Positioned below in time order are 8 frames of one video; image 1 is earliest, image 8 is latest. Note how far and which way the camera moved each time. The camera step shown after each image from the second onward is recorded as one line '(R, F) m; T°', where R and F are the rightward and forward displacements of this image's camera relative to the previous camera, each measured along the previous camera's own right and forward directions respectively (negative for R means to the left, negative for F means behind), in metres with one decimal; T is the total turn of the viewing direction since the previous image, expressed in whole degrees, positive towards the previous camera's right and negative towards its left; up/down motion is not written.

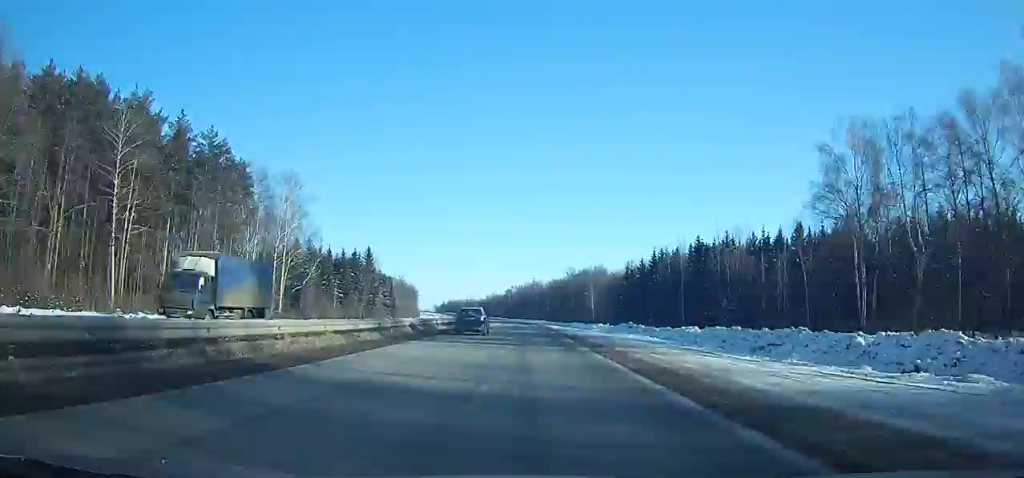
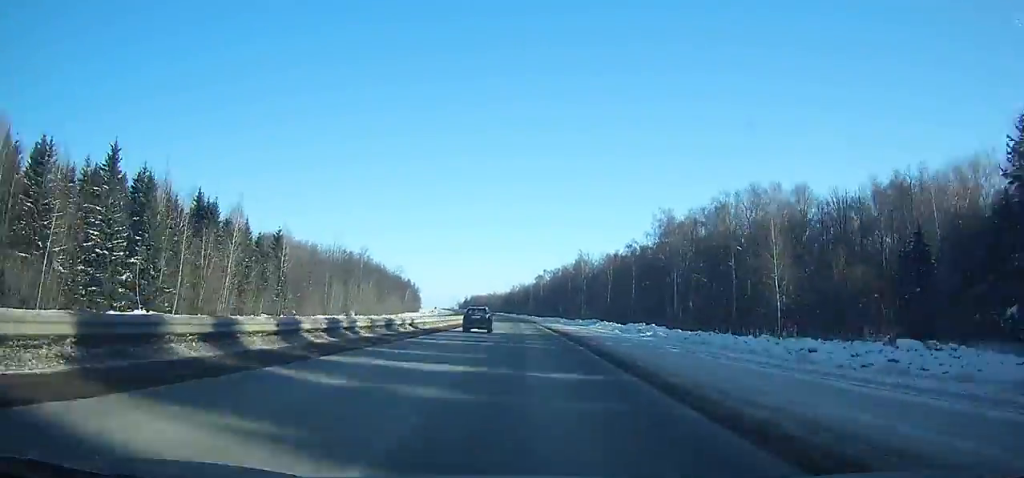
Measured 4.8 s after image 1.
(-5.0, +131.9) m; -4°
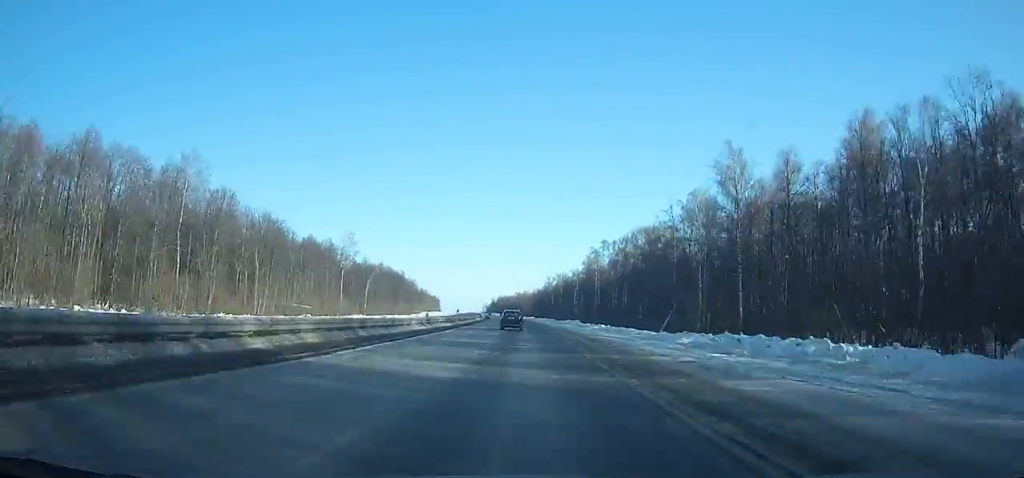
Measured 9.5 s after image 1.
(-3.4, +131.0) m; -3°
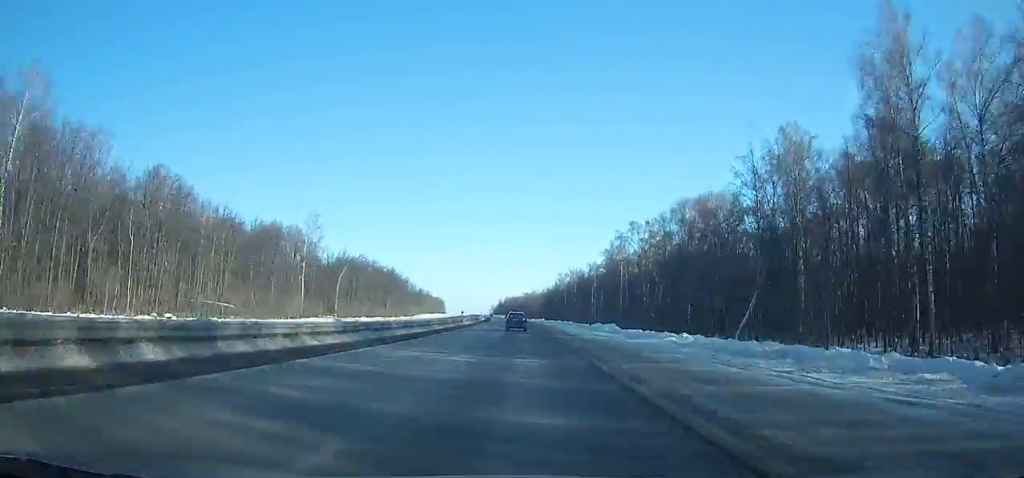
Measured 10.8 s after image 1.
(-0.6, +37.1) m; -1°
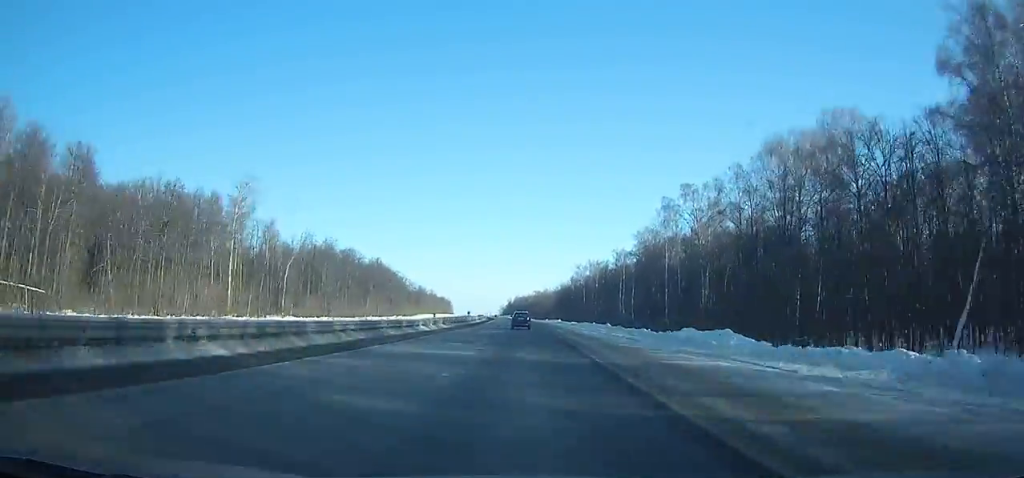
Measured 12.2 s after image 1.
(-0.1, +40.1) m; -1°
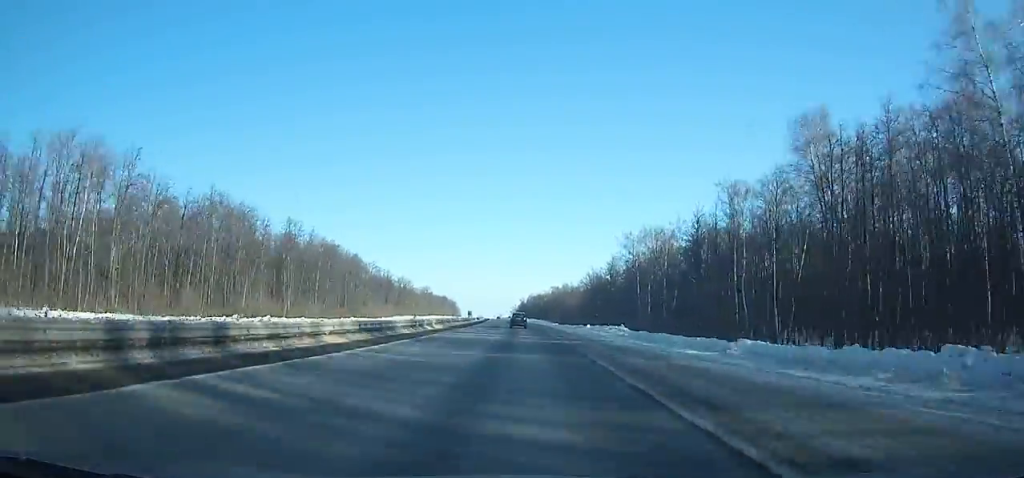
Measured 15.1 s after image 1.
(-1.3, +86.9) m; -2°
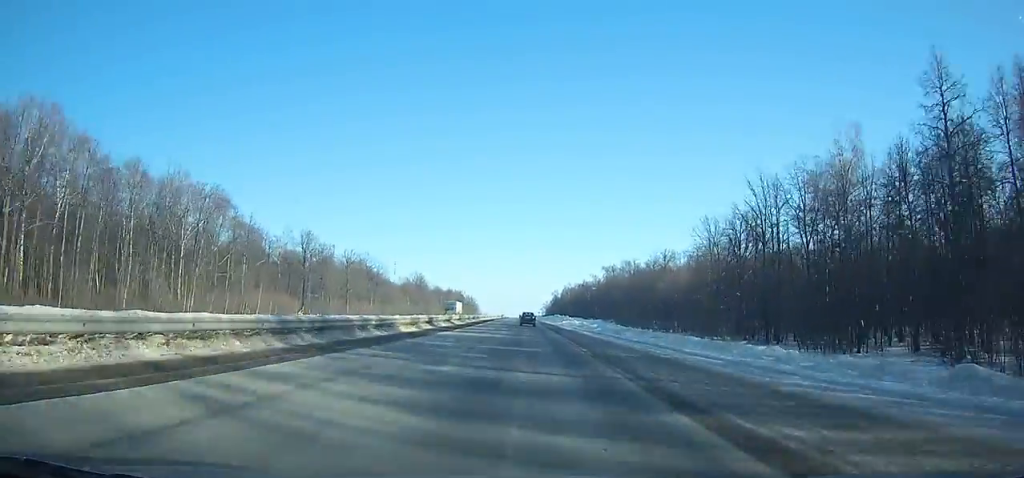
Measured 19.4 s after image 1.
(-3.3, +127.1) m; -2°
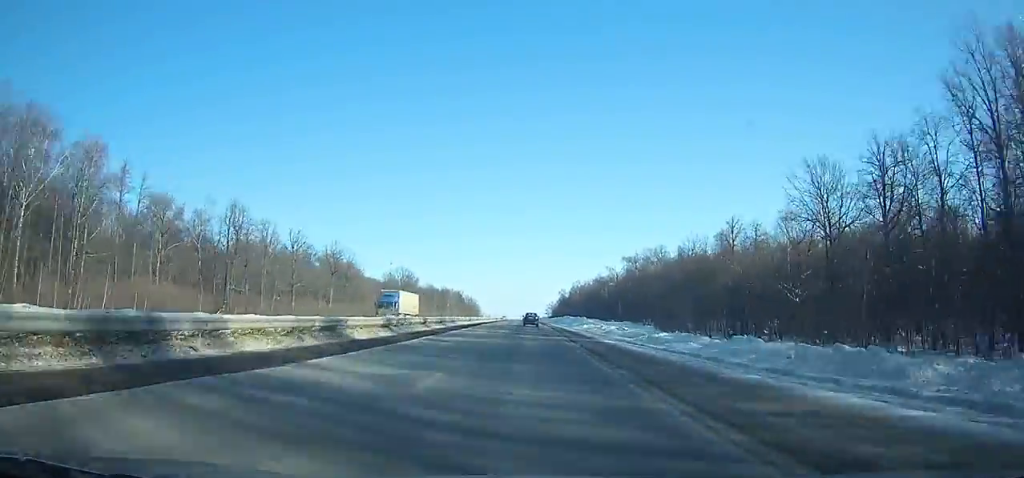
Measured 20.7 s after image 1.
(-0.3, +37.6) m; 0°
